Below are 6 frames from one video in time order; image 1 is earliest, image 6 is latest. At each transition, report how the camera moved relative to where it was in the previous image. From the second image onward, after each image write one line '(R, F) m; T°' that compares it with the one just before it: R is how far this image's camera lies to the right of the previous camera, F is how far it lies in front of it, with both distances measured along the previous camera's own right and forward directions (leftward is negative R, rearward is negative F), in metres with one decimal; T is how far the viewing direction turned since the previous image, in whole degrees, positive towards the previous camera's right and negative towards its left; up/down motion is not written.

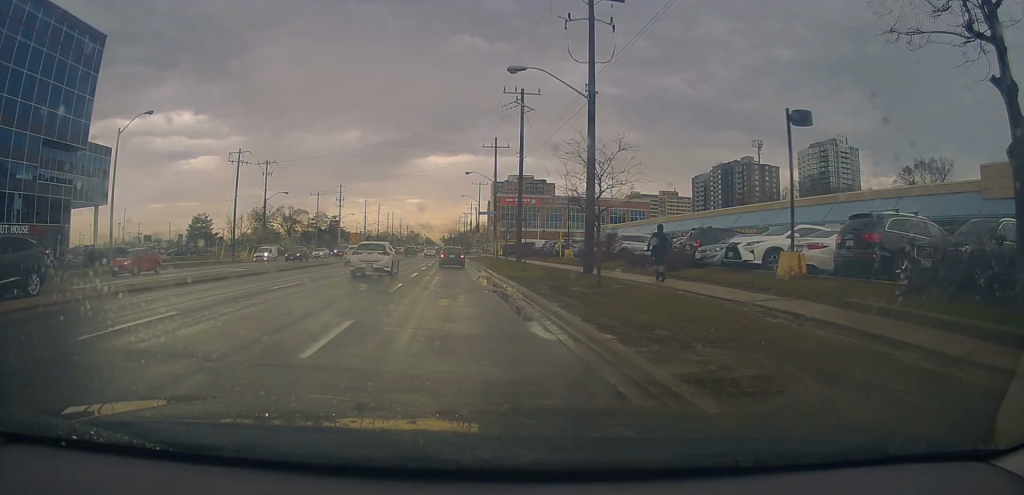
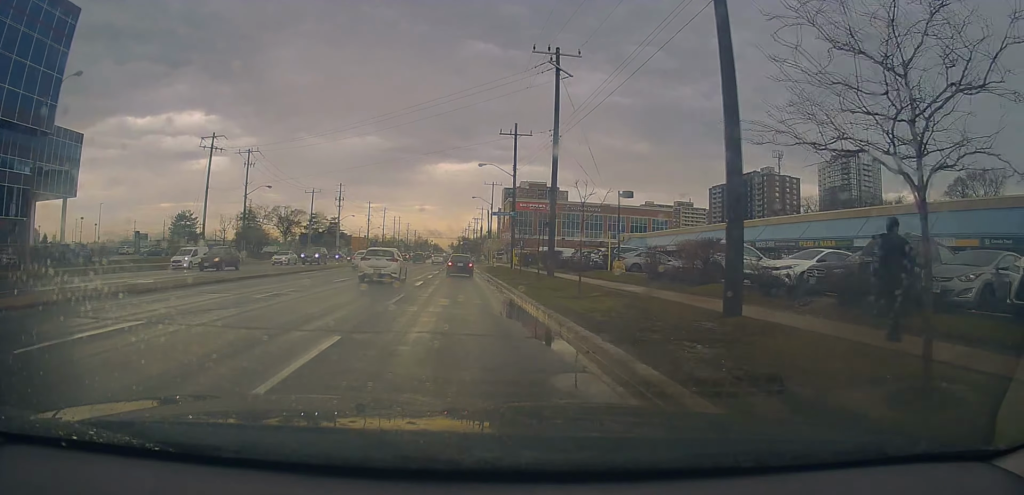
(-0.1, +10.7) m; -2°
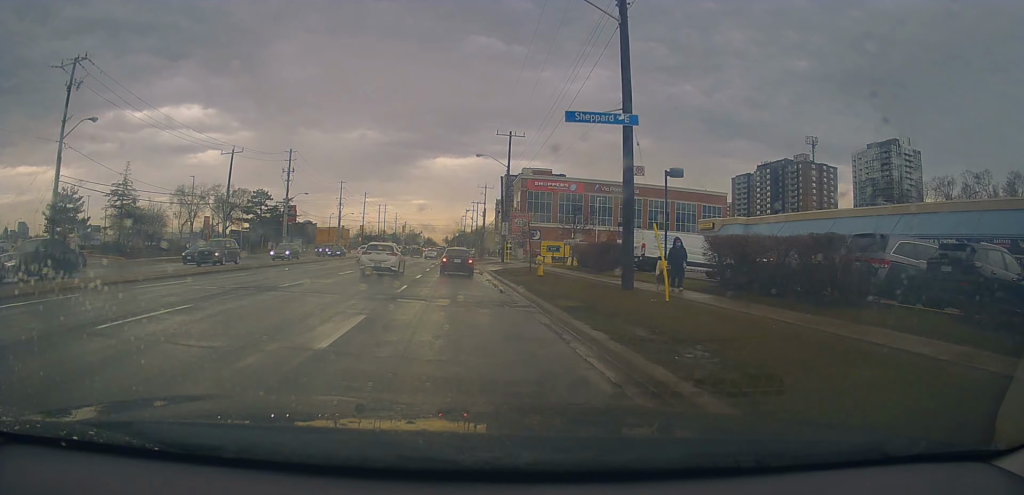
(+1.1, +34.5) m; +2°
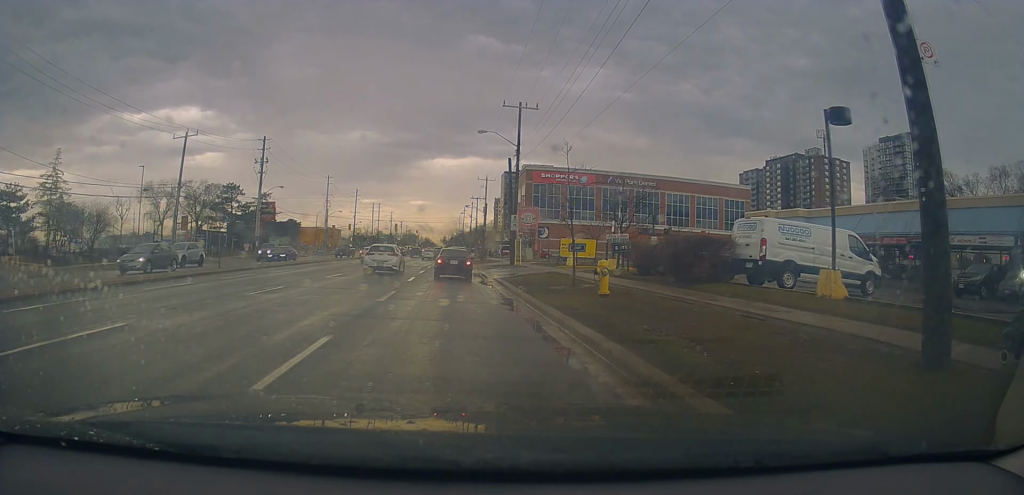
(-0.1, +11.6) m; -1°
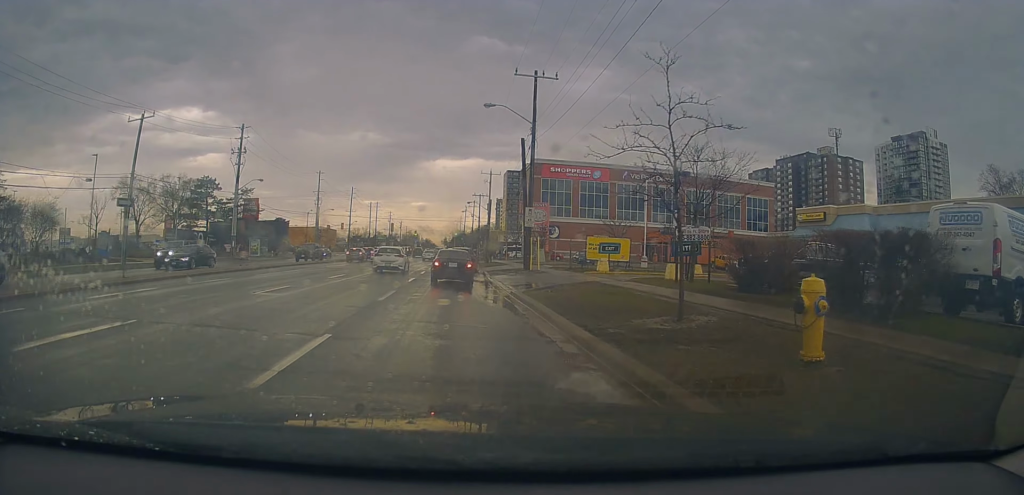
(-0.1, +8.9) m; 0°
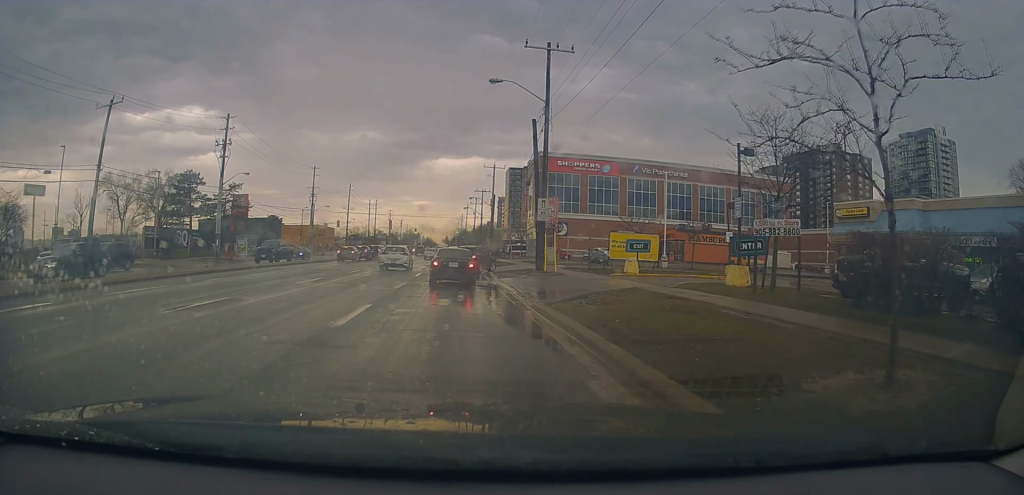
(0.0, +5.2) m; 0°
